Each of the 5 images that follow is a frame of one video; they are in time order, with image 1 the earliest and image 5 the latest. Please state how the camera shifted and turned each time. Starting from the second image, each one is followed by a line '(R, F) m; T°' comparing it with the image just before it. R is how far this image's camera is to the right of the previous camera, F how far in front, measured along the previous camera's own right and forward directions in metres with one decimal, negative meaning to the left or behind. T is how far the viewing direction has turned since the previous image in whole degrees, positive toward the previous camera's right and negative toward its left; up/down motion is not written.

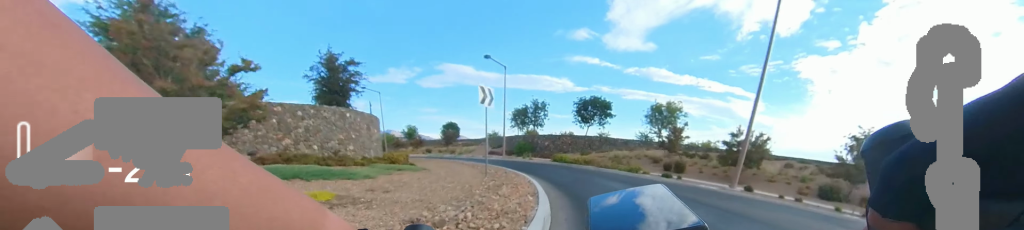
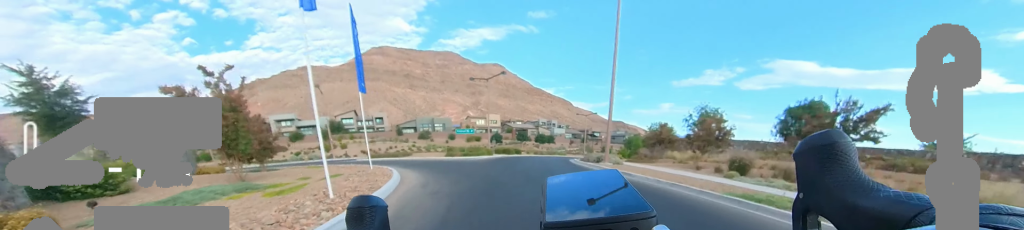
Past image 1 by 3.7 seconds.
(-16.2, +27.8) m; -54°
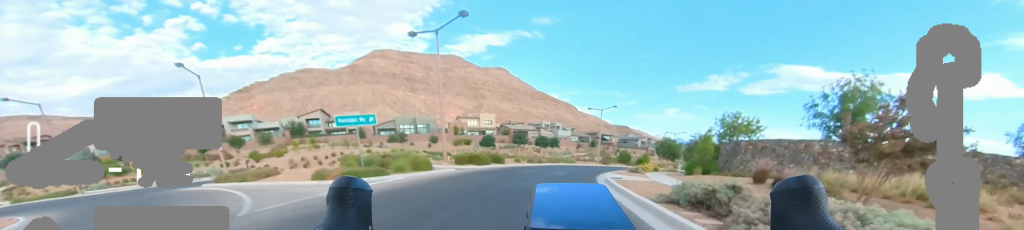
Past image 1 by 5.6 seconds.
(-1.4, +16.9) m; 0°
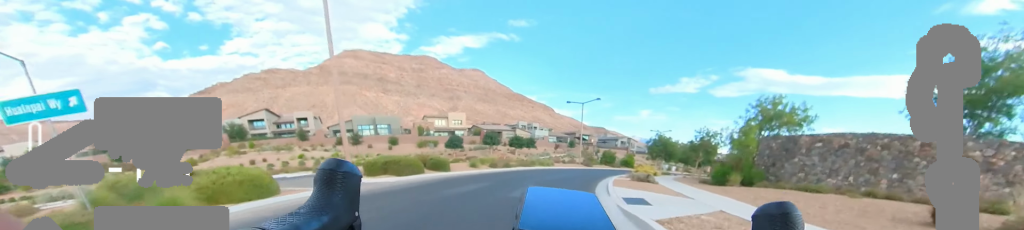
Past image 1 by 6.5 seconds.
(+0.9, +8.1) m; +11°
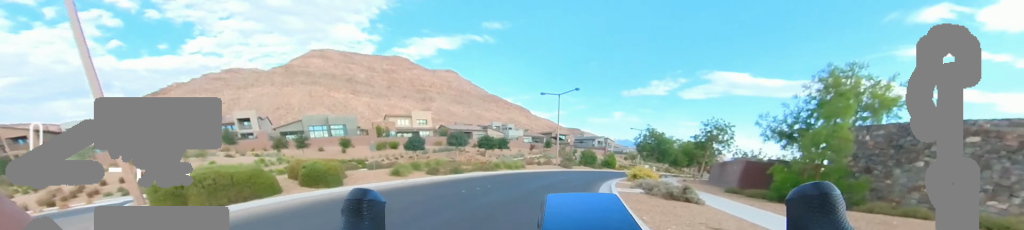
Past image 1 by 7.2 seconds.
(+0.6, +7.2) m; +4°
